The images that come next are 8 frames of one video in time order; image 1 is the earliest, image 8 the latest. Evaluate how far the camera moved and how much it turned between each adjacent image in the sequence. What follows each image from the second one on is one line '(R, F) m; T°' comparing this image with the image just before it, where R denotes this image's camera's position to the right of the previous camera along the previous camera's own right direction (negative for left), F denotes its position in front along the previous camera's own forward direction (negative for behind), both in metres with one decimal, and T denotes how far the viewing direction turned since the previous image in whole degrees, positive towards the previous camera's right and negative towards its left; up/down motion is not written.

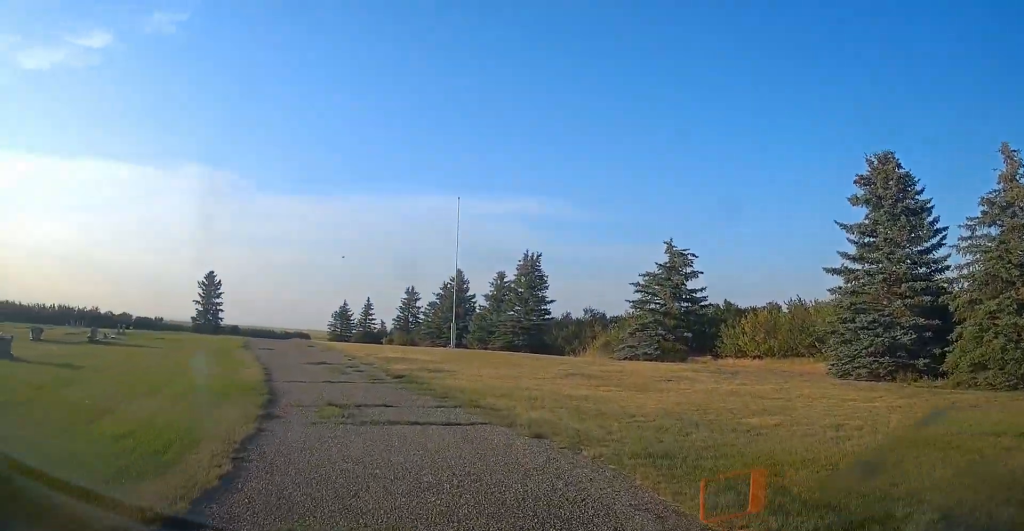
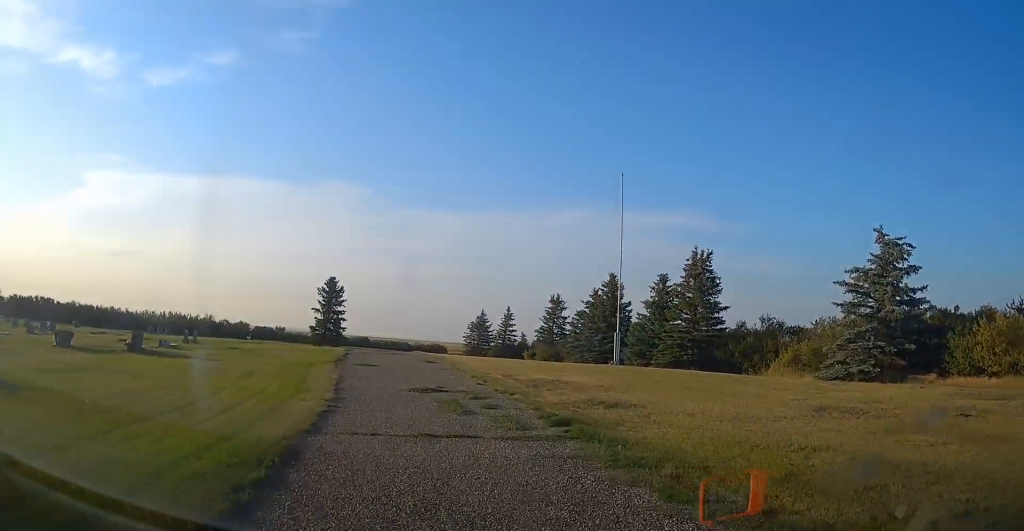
(-1.2, +9.6) m; -15°
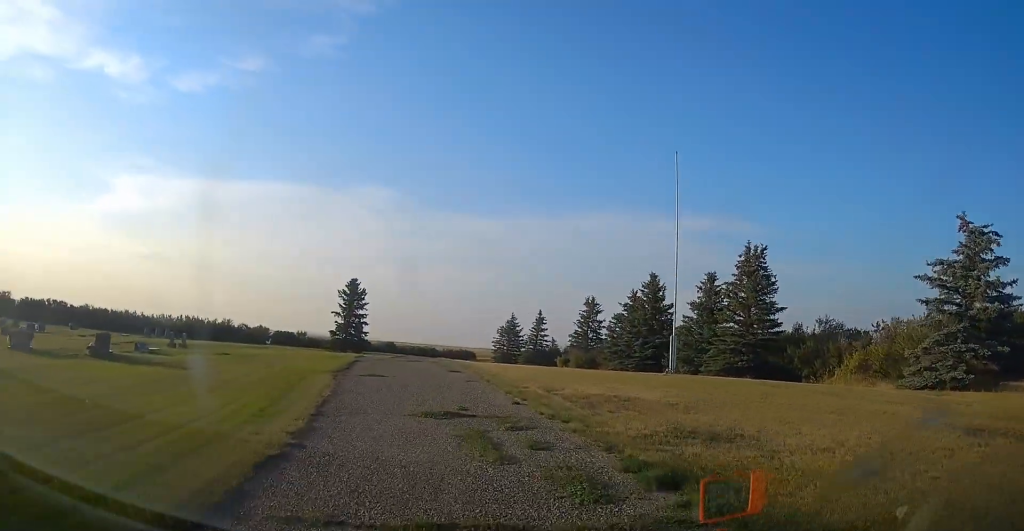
(-0.5, +5.1) m; -3°
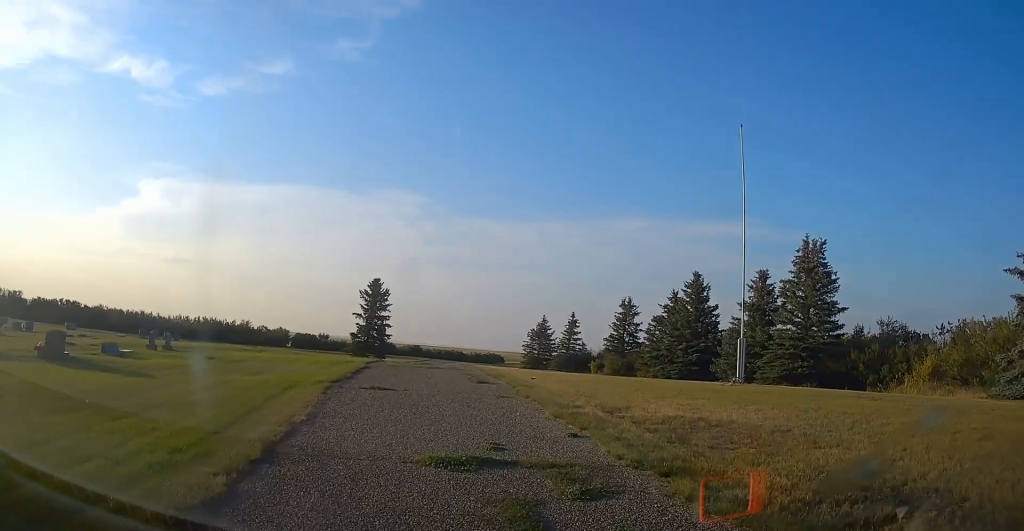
(+0.4, +4.9) m; 0°
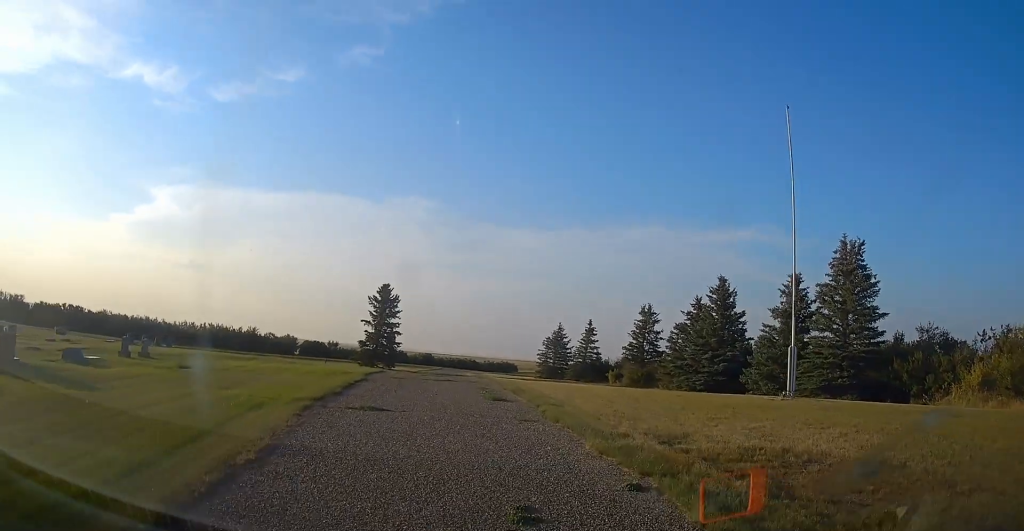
(-0.3, +3.4) m; -6°
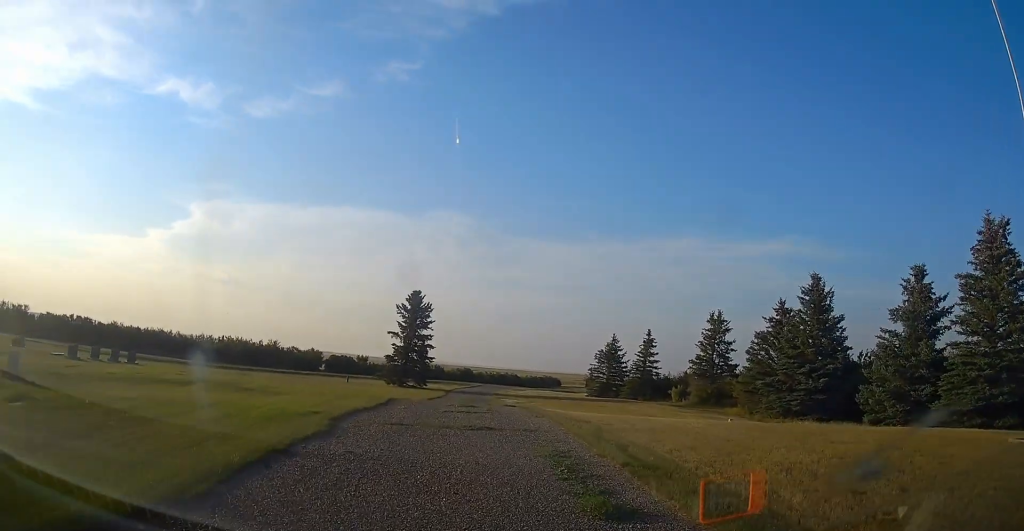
(-1.1, +10.6) m; -3°
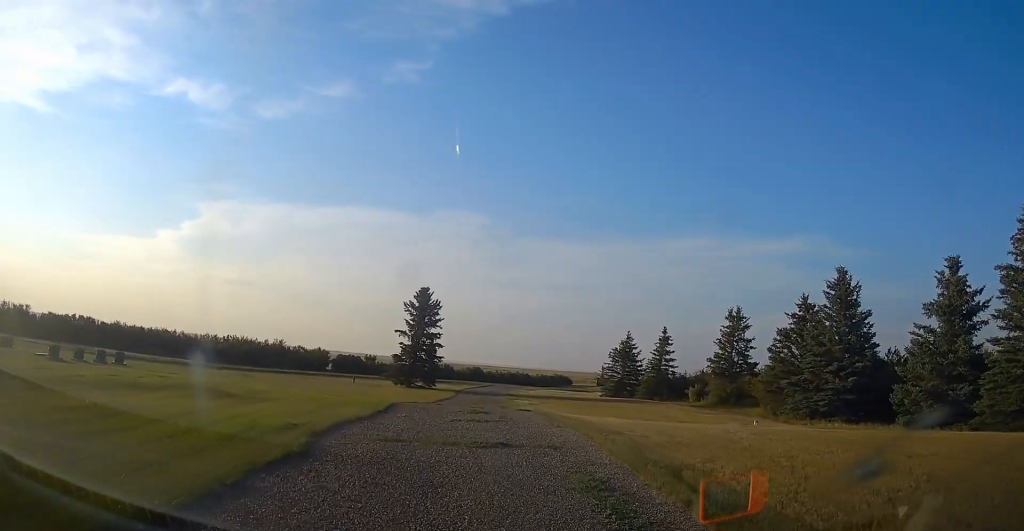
(+0.1, +2.6) m; +3°
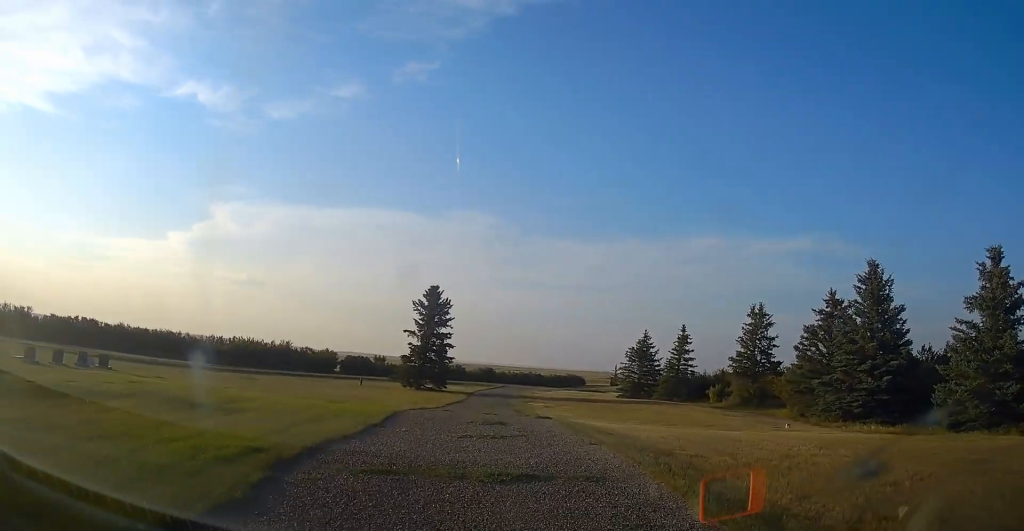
(0.0, +3.0) m; 0°
